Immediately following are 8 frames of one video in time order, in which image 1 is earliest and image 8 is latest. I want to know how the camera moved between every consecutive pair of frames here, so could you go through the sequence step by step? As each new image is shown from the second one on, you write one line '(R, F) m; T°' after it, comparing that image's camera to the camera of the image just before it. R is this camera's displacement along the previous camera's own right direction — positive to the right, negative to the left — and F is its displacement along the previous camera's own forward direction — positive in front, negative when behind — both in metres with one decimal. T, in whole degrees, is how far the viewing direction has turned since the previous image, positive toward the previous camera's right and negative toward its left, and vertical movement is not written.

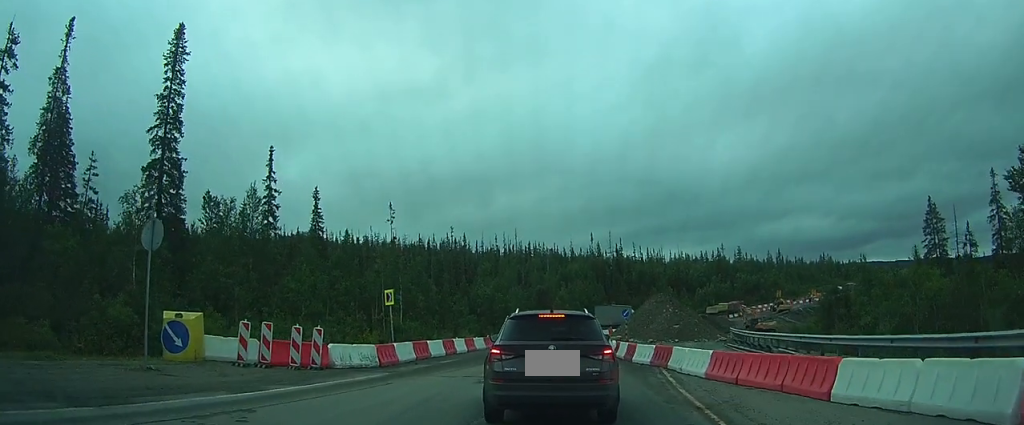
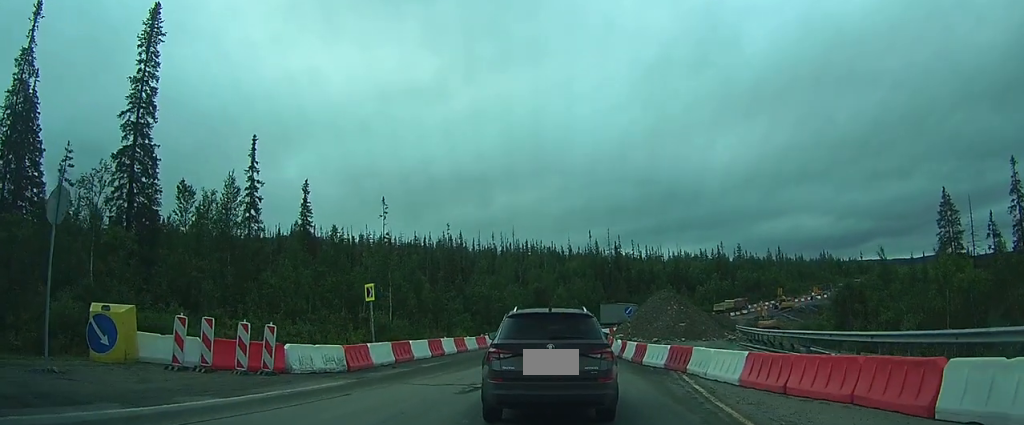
(0.0, +3.4) m; 0°
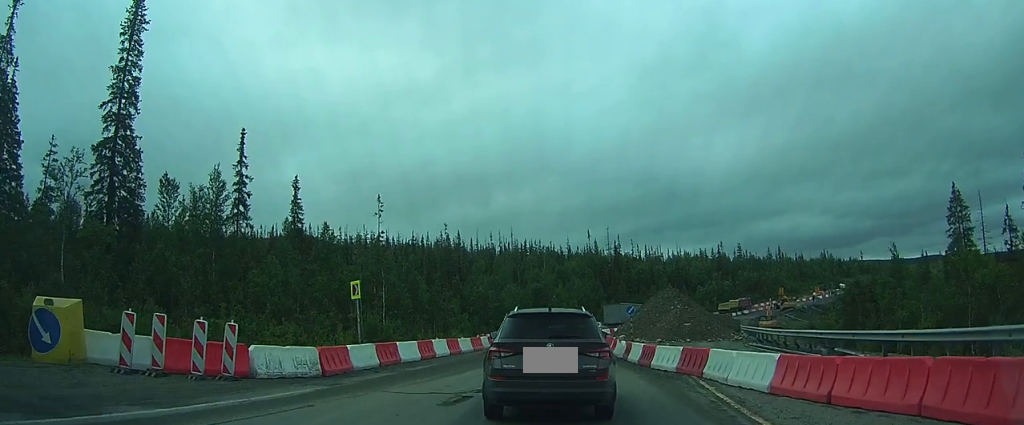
(0.0, +2.4) m; -1°
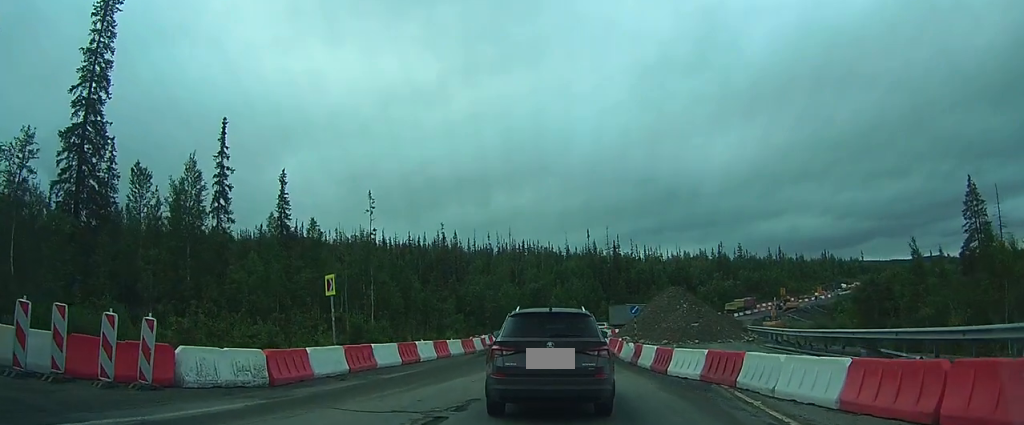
(0.0, +3.6) m; -1°
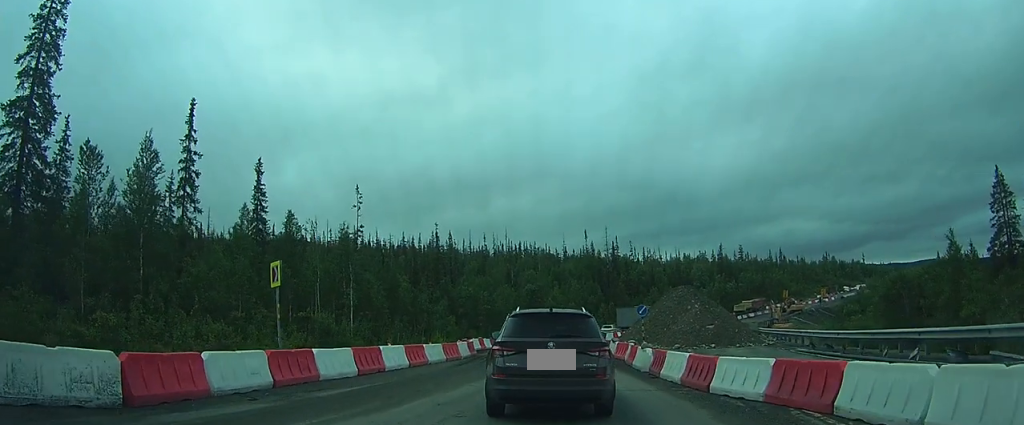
(0.0, +5.1) m; 0°
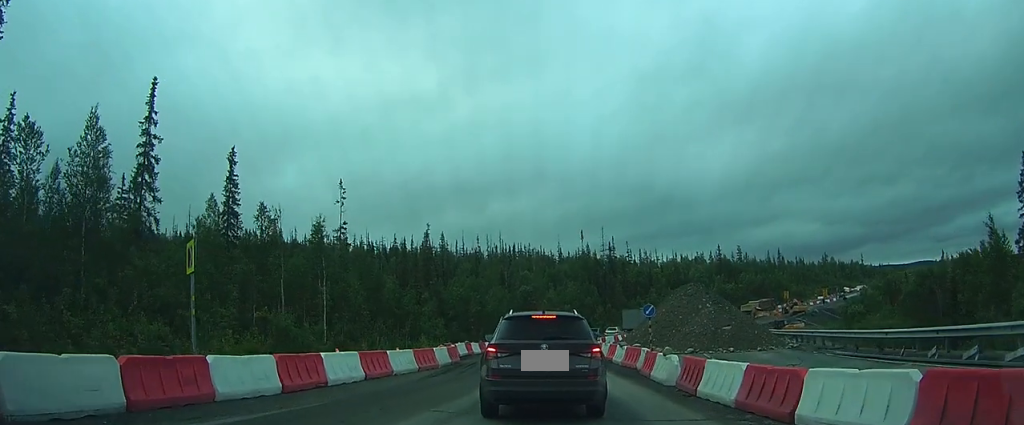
(0.0, +5.2) m; -1°
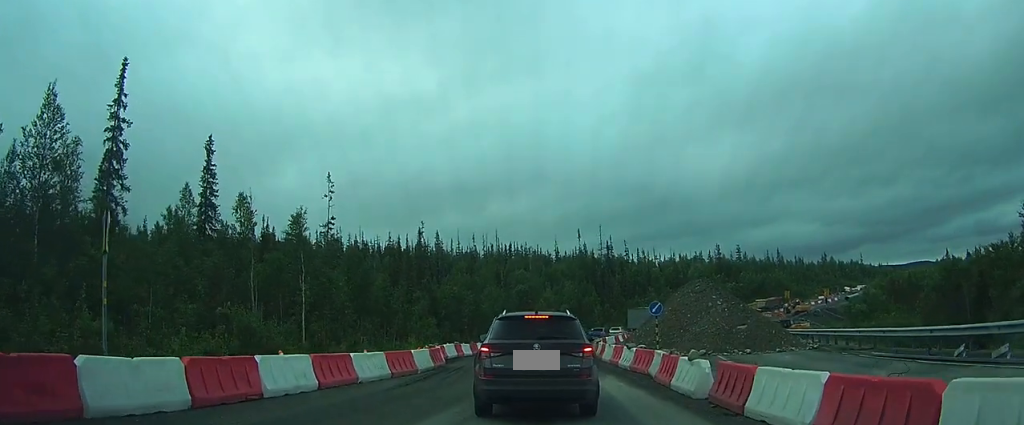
(0.0, +3.6) m; 0°
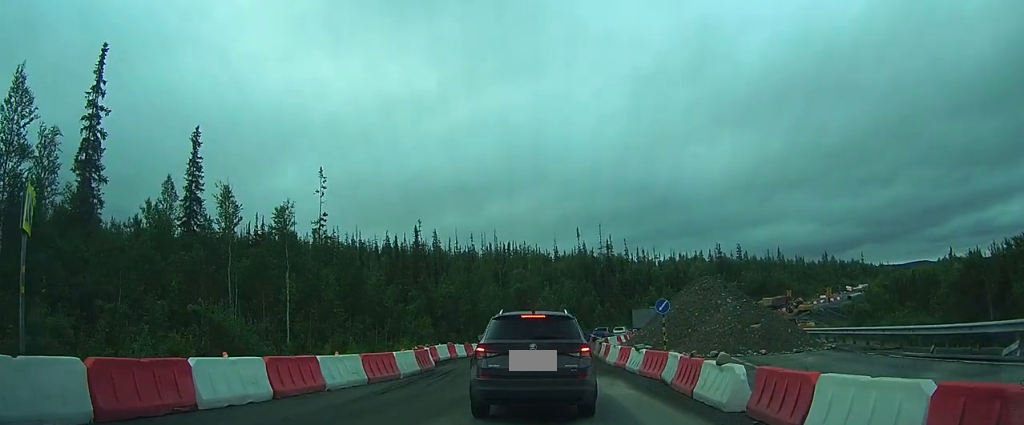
(0.0, +2.4) m; -1°
